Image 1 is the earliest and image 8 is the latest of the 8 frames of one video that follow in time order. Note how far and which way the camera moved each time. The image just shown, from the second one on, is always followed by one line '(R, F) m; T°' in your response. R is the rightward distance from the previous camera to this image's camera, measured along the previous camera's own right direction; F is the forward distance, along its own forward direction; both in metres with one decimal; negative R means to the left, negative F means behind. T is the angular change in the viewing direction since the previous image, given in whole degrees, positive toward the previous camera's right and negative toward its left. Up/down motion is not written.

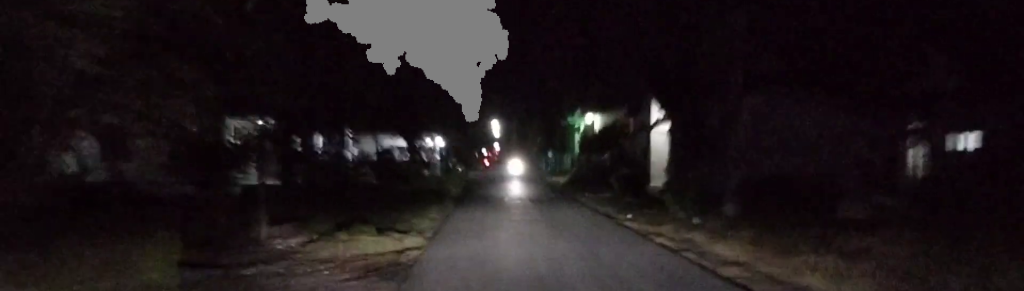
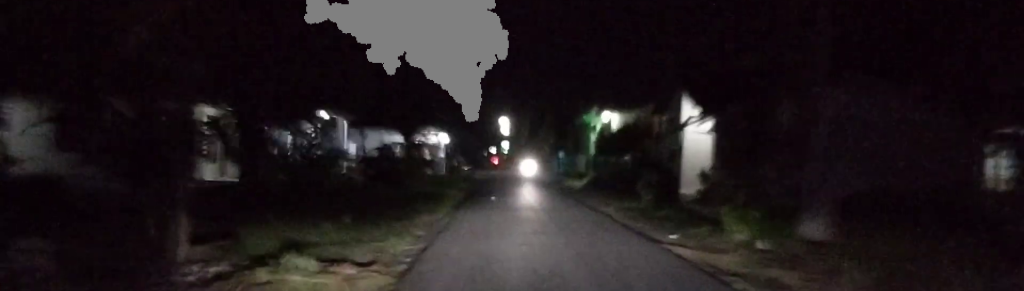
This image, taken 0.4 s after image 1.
(0.0, +4.4) m; 0°
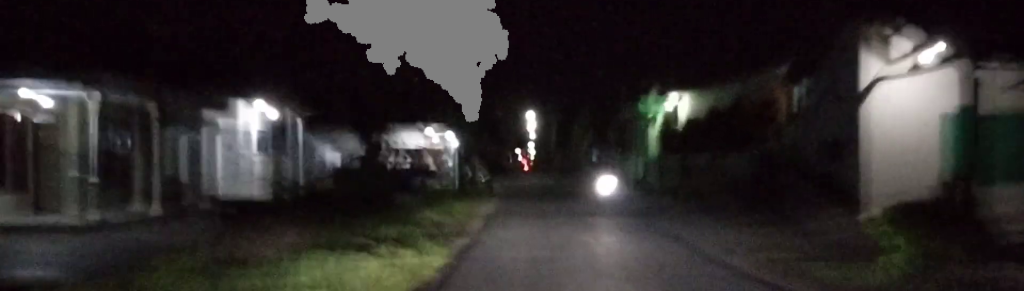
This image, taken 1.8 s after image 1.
(0.0, +14.2) m; 0°
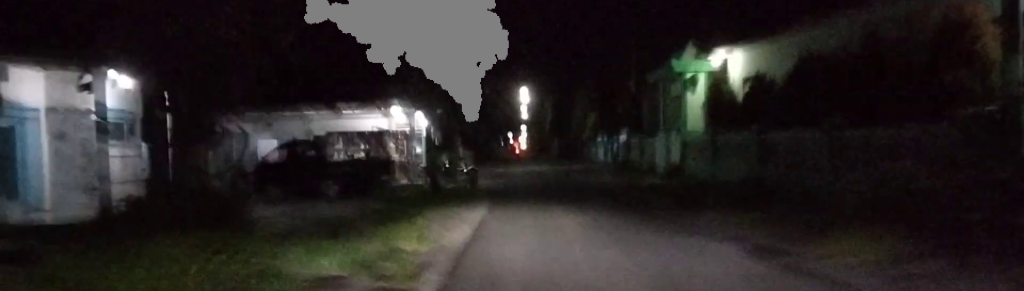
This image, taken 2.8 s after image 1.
(0.0, +8.2) m; 0°
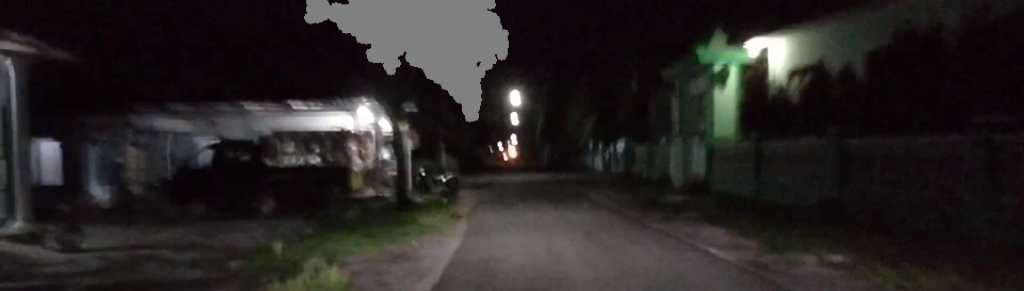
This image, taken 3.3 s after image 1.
(0.0, +4.1) m; 0°
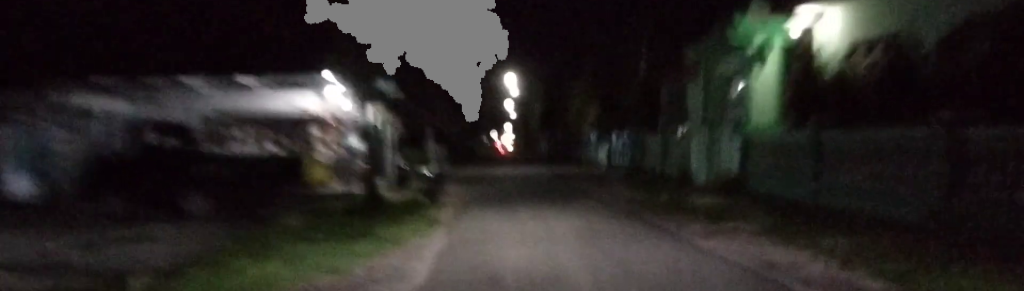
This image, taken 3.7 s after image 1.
(0.0, +3.2) m; 0°
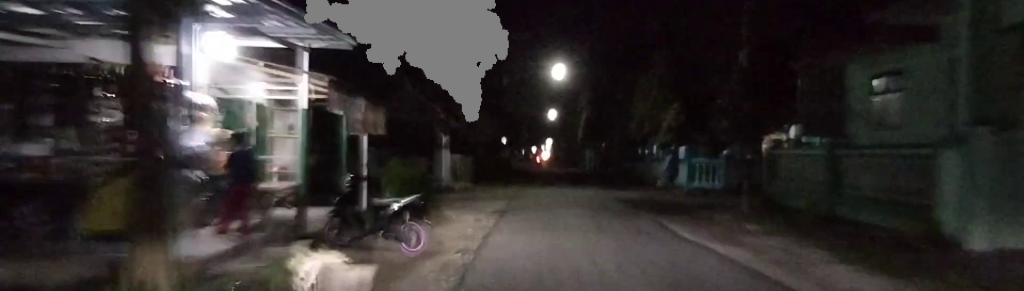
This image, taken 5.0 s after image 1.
(-0.1, +10.3) m; -1°
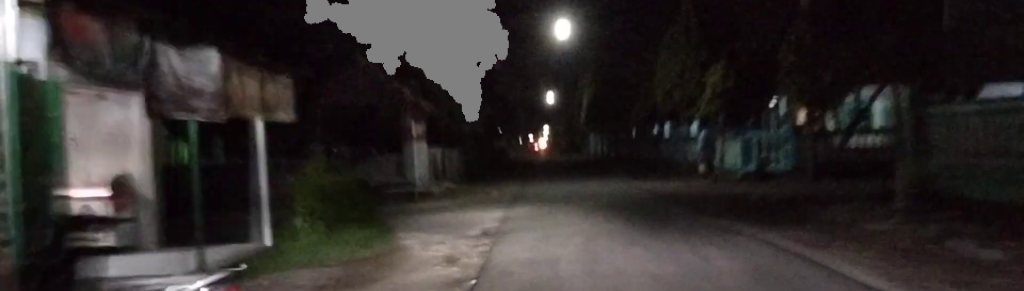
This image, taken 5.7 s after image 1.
(-0.1, +6.9) m; -1°
